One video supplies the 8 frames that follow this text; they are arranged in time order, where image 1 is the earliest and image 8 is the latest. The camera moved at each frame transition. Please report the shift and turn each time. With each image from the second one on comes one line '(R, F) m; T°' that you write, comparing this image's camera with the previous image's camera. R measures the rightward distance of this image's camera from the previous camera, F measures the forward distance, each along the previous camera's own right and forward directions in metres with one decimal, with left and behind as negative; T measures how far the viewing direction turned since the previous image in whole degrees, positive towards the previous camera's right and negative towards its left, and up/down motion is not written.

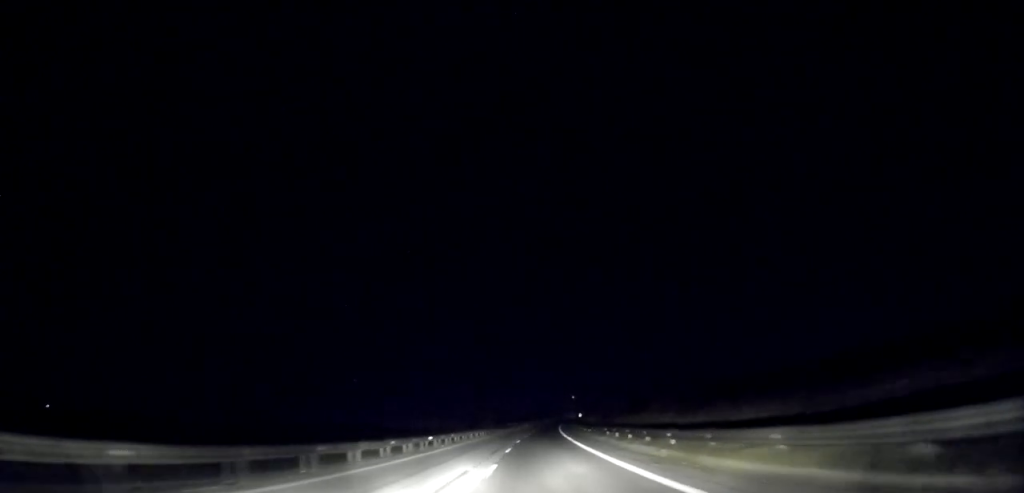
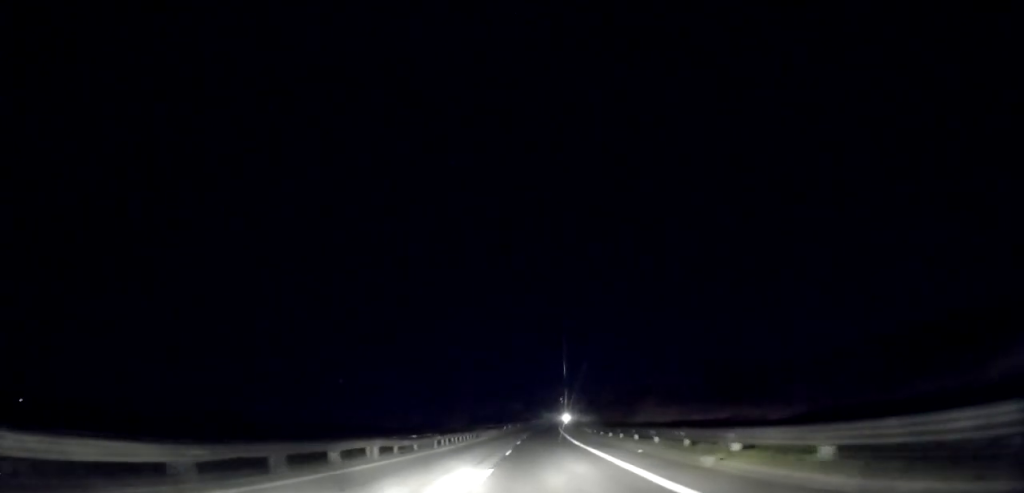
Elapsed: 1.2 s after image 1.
(0.0, +38.5) m; +1°
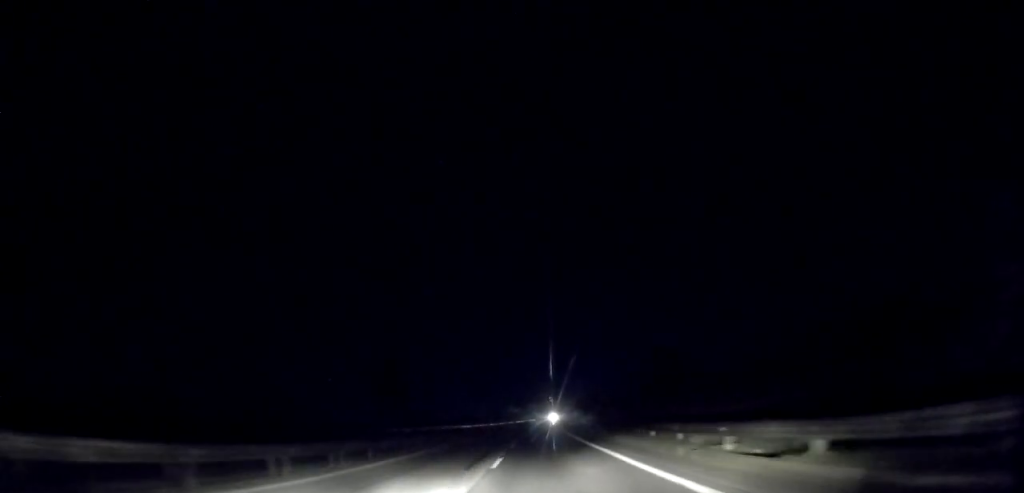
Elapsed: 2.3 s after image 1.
(+0.5, +32.6) m; +2°
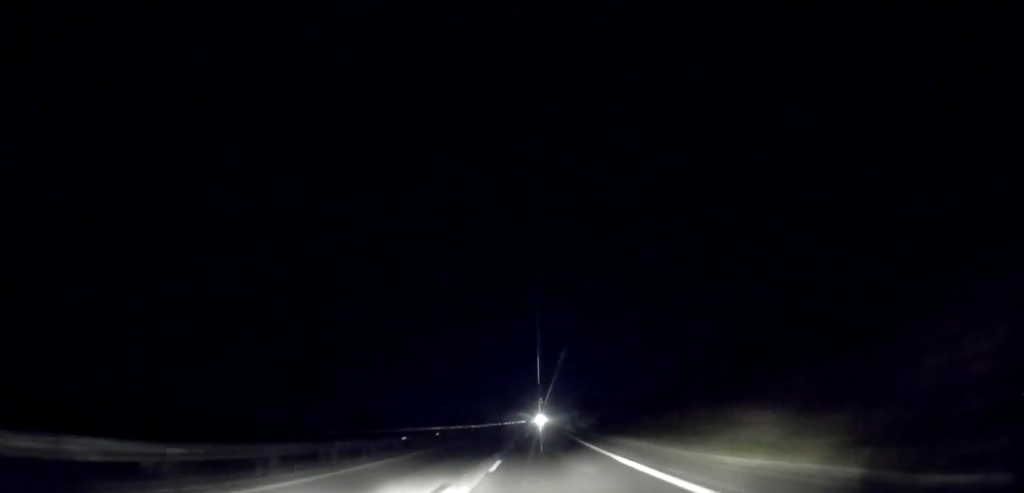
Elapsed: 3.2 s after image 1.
(+0.4, +24.7) m; +1°
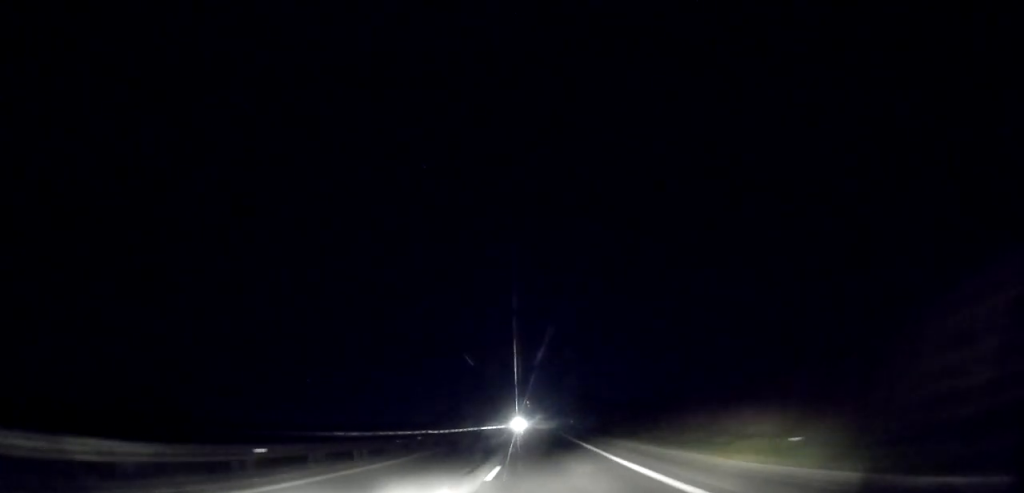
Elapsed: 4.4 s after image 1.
(+0.2, +37.3) m; +1°
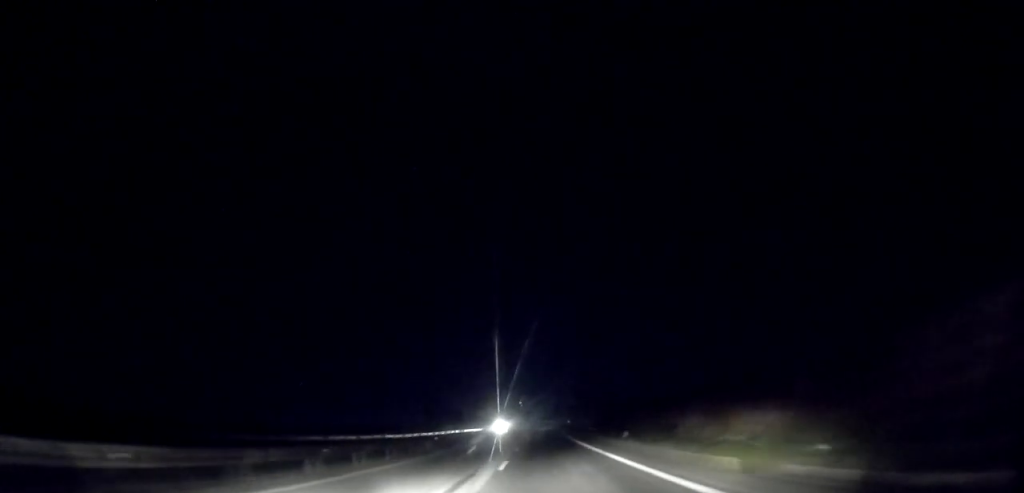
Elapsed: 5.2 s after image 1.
(+0.1, +20.6) m; +1°
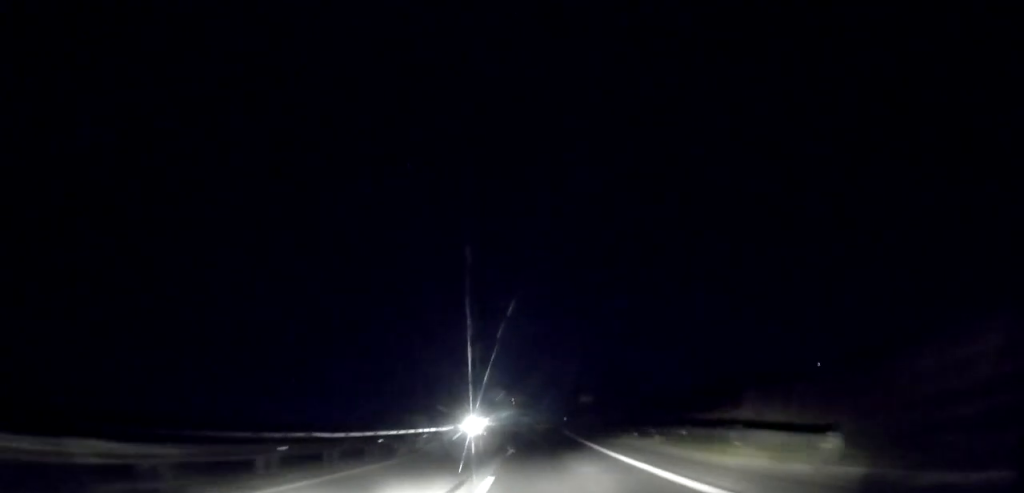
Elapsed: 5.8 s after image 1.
(+0.2, +18.8) m; 0°
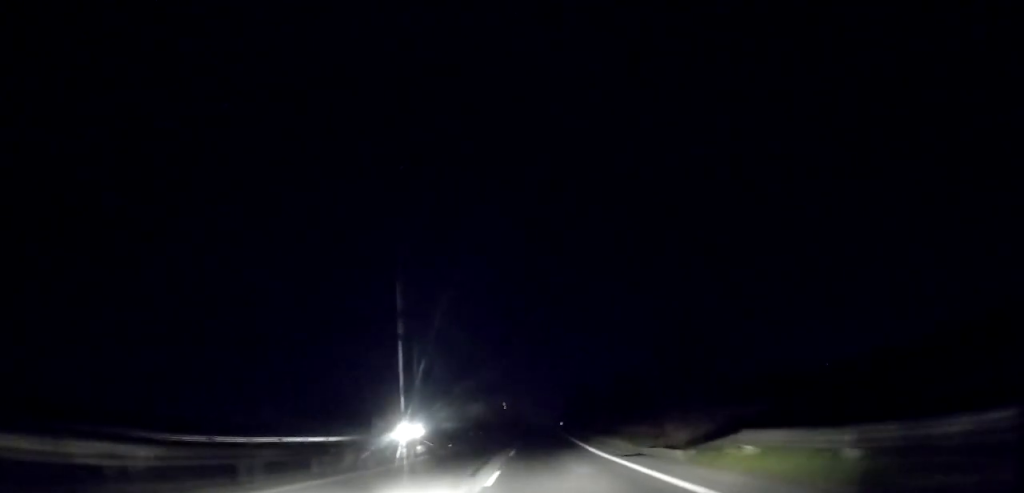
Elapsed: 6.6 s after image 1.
(0.0, +21.1) m; +1°
